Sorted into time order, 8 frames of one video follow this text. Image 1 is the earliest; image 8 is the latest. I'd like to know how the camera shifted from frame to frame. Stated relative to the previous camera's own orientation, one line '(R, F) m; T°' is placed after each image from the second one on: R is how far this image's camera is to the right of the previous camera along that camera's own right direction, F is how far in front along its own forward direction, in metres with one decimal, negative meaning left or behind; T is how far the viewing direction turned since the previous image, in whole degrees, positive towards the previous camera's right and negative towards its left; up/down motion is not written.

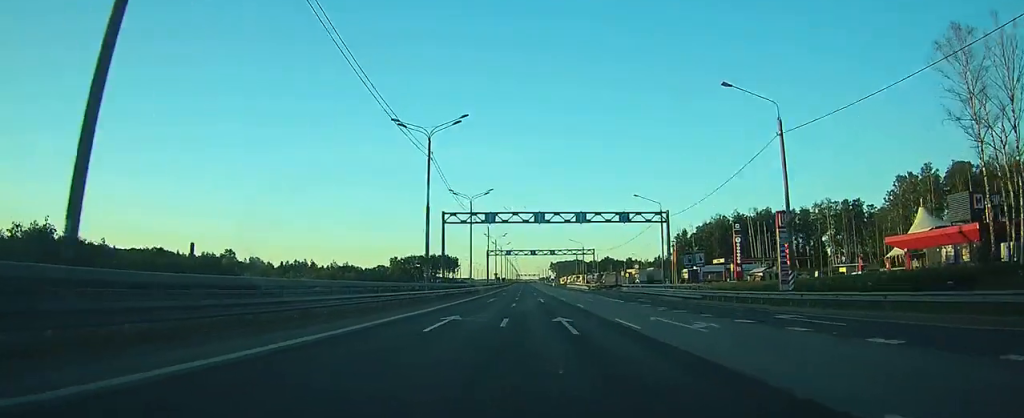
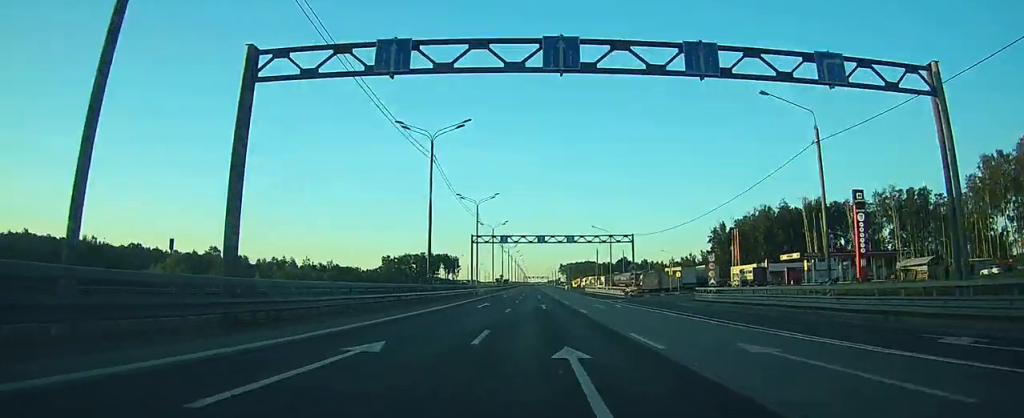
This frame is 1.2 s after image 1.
(-0.1, +36.4) m; 0°
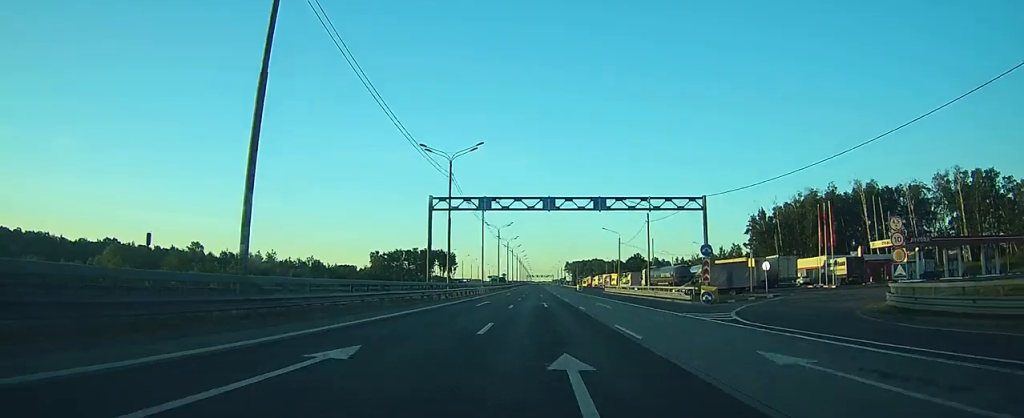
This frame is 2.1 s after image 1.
(-0.1, +29.9) m; 0°
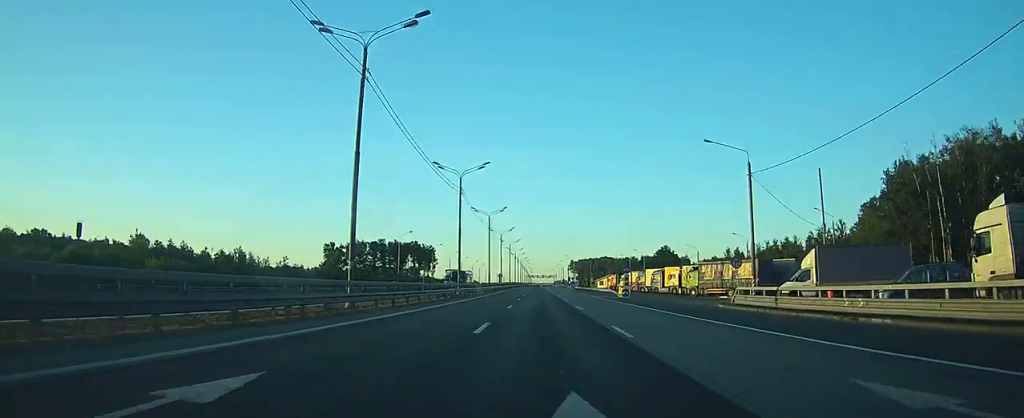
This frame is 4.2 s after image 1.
(-0.1, +63.5) m; 0°
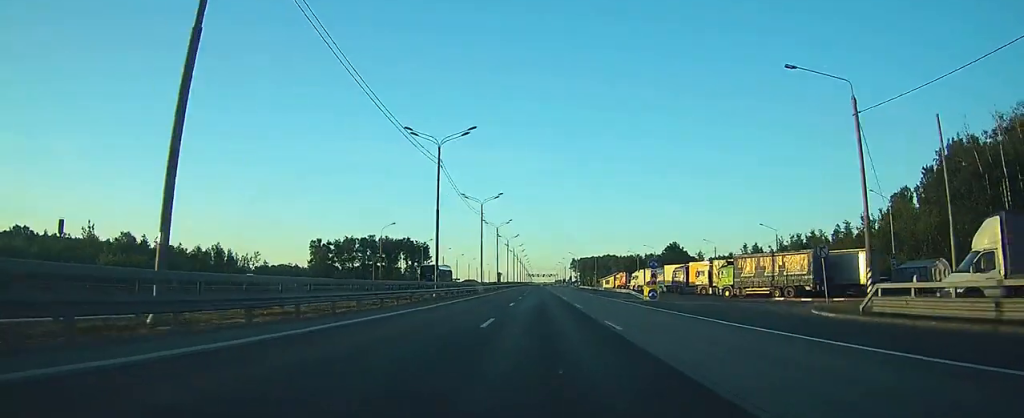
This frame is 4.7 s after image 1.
(0.0, +14.3) m; 0°
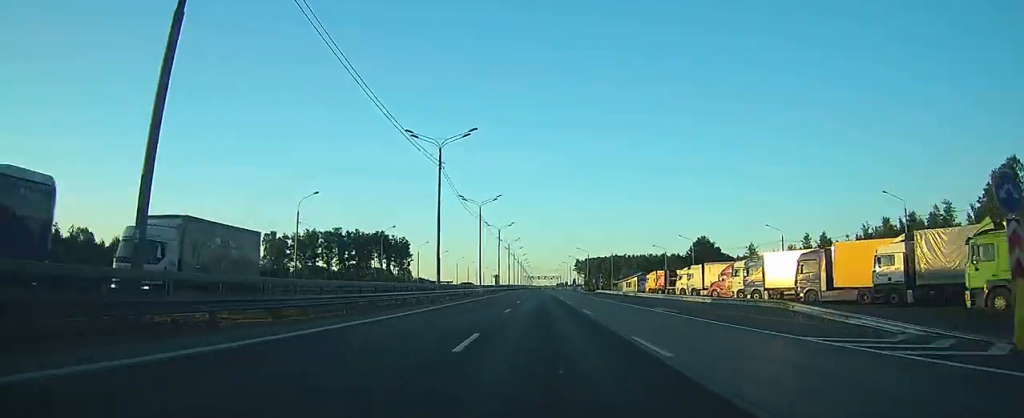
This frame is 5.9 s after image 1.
(-0.2, +37.6) m; 0°
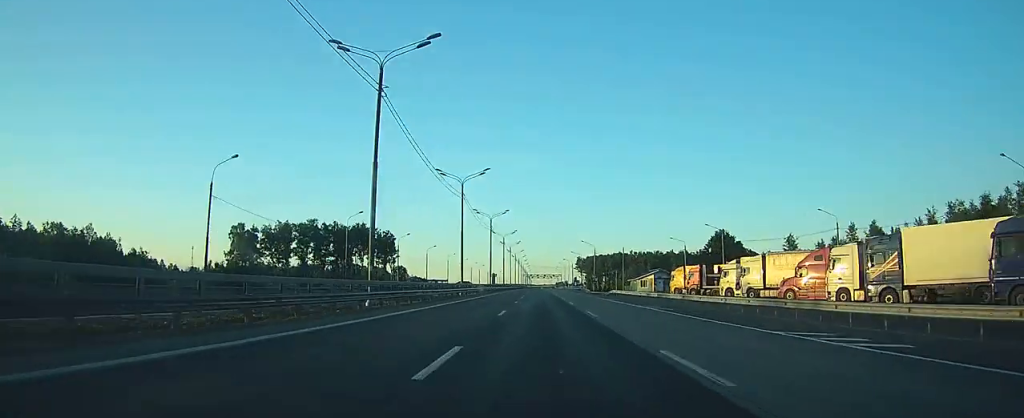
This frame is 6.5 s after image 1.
(0.0, +19.2) m; 0°
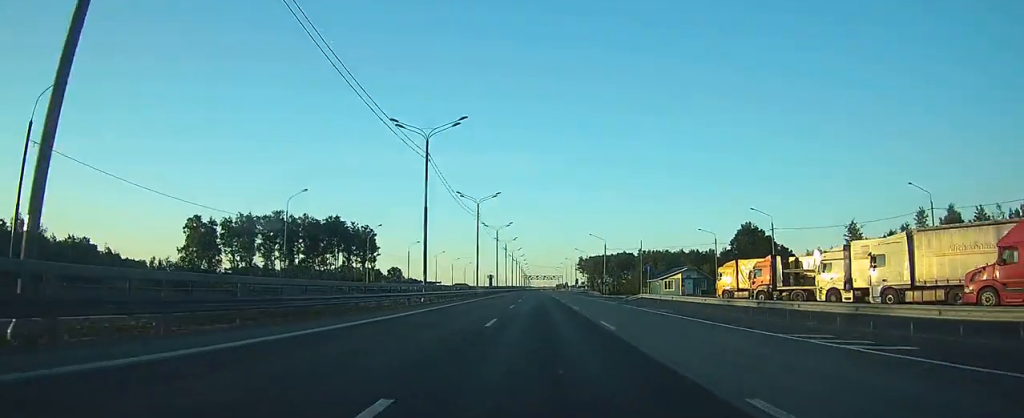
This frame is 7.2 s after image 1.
(-0.1, +21.1) m; 0°
